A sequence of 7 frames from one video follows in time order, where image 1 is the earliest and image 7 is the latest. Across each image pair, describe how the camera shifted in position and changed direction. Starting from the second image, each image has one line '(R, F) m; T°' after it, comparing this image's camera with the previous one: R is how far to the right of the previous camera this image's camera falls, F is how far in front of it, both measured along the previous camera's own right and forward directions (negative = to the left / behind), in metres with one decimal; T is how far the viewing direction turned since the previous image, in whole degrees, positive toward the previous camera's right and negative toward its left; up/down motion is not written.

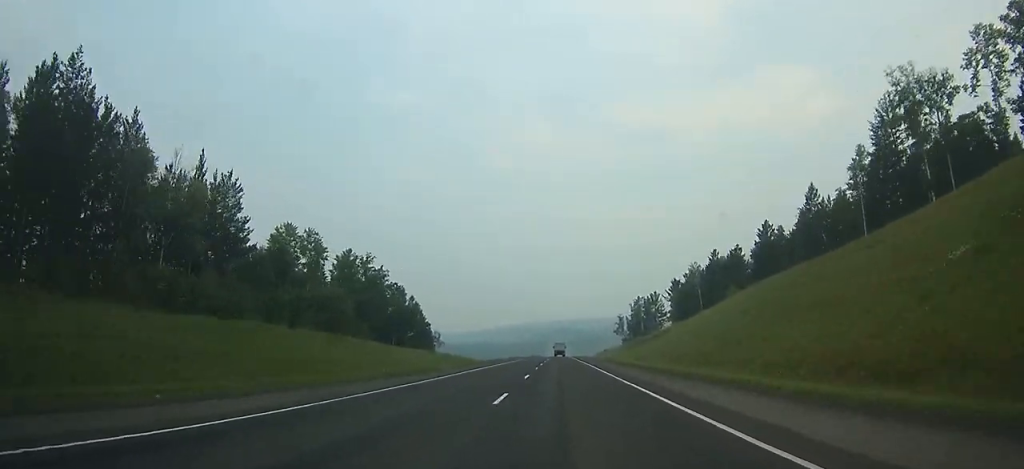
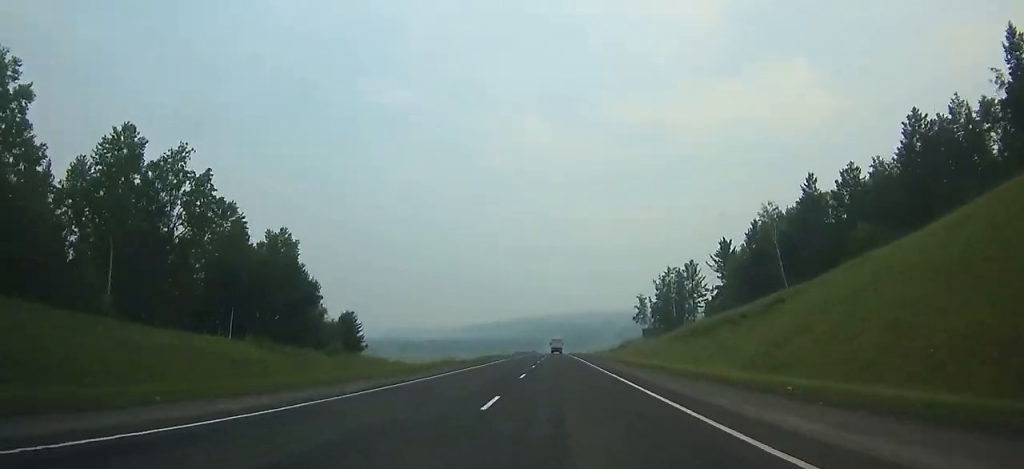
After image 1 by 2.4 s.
(+0.1, +64.5) m; 0°
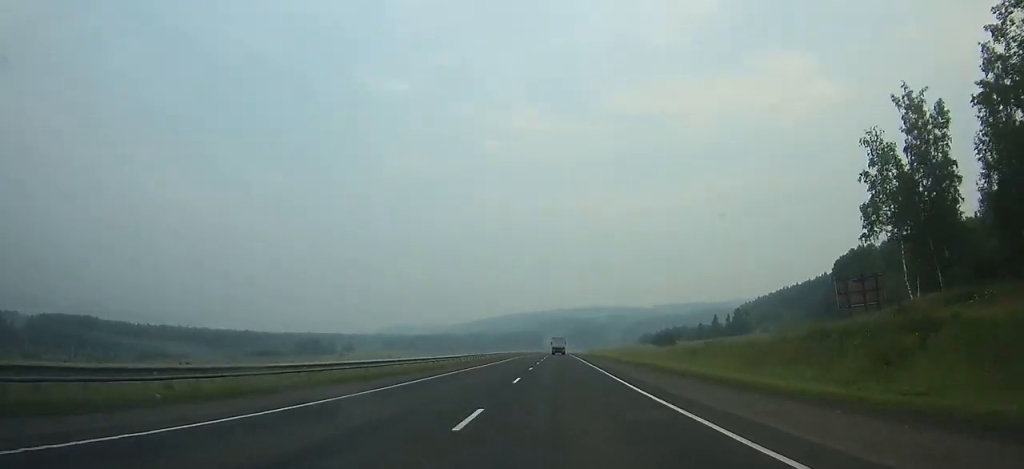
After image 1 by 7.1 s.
(+0.3, +125.0) m; 0°
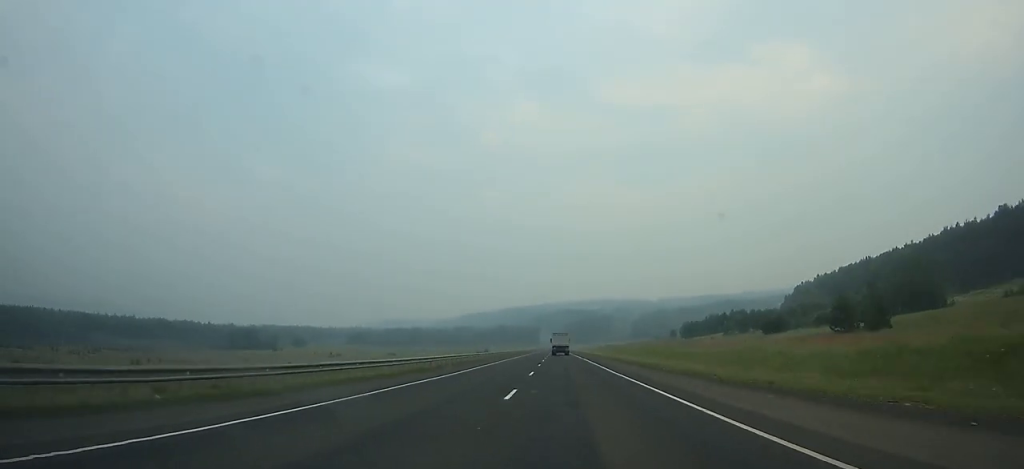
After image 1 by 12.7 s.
(-0.4, +145.0) m; 0°
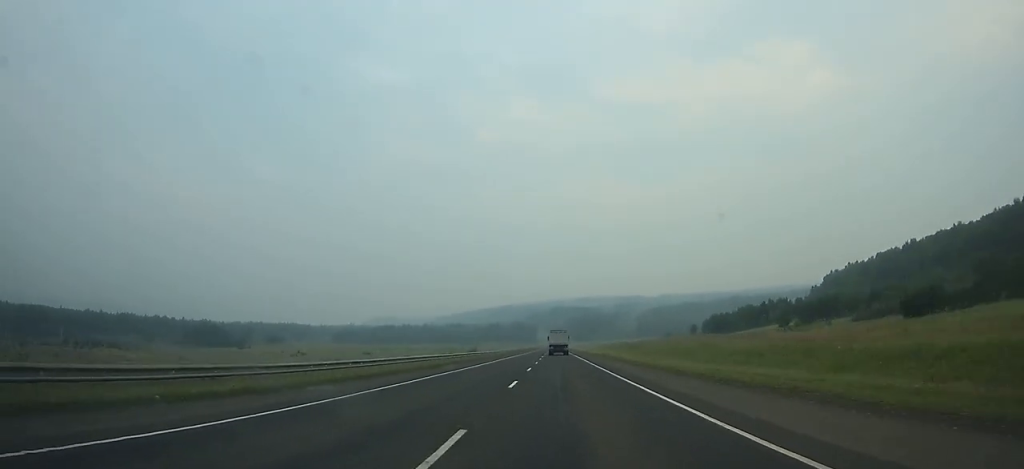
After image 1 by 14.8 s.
(+0.1, +55.6) m; 0°
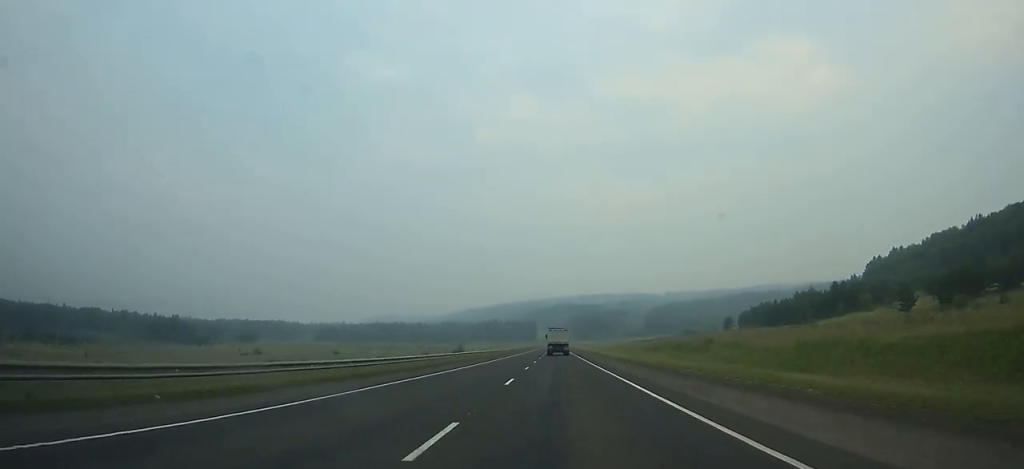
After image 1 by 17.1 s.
(0.0, +61.1) m; 0°
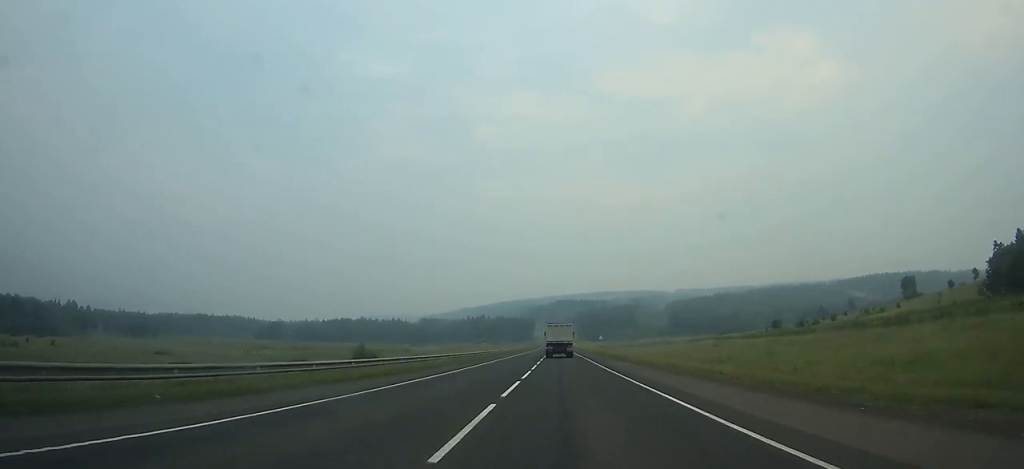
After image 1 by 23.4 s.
(-0.5, +156.7) m; 0°
